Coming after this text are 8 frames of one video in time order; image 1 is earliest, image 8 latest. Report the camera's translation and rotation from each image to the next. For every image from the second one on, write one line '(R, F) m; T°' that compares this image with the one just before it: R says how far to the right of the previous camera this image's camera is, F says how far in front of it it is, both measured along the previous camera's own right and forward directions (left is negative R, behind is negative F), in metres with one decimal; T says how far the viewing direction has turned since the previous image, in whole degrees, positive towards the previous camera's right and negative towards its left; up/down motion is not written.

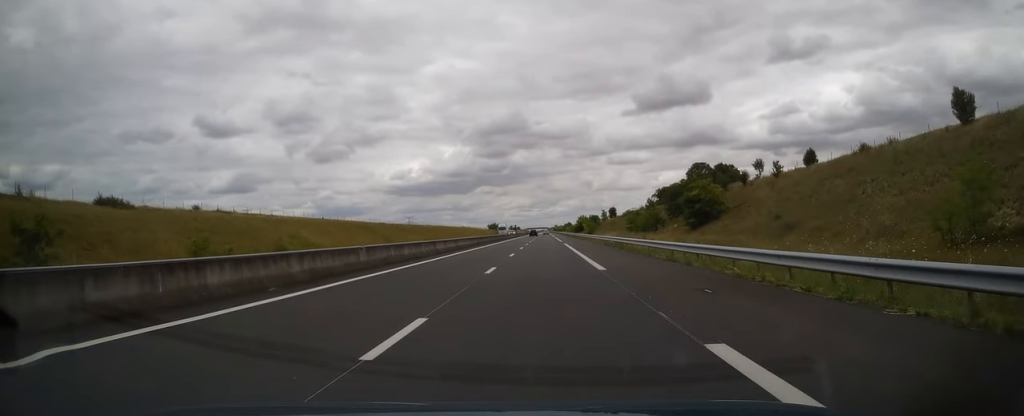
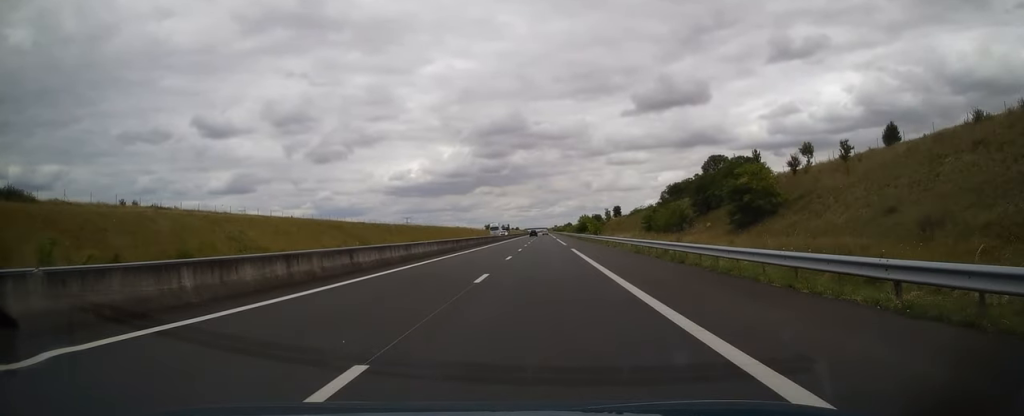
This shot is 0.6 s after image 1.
(-0.2, +16.2) m; 0°
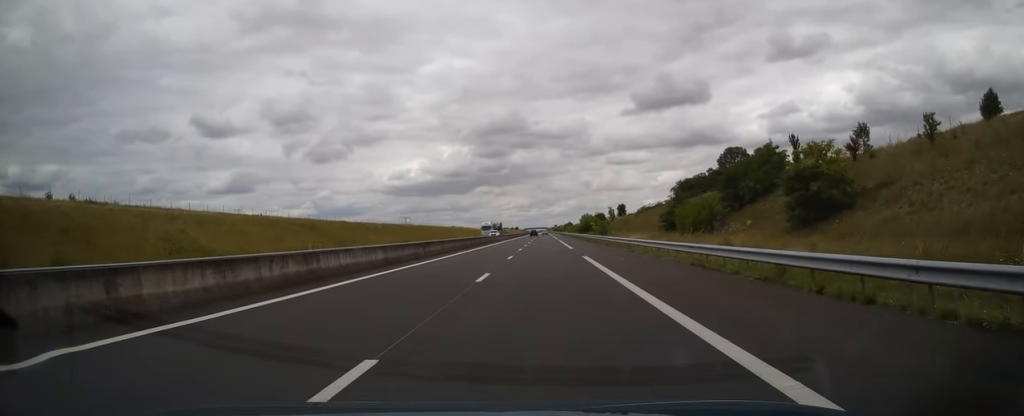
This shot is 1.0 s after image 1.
(+0.2, +12.7) m; 0°
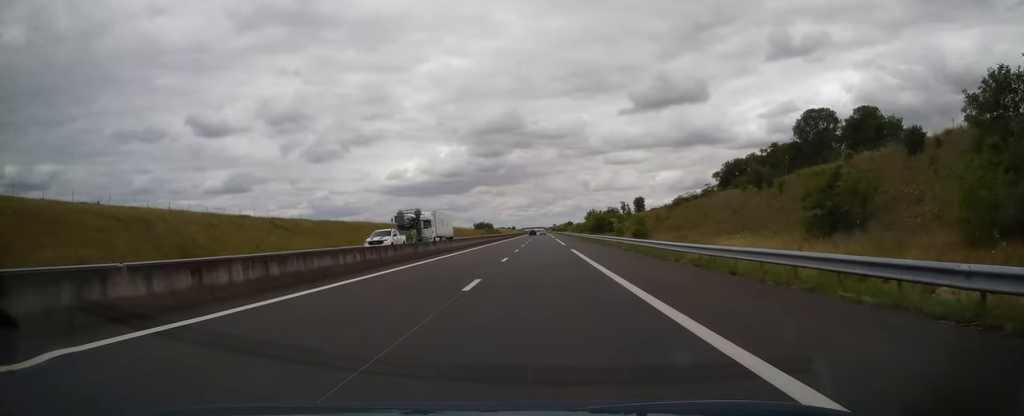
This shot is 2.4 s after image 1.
(-0.2, +40.9) m; 0°
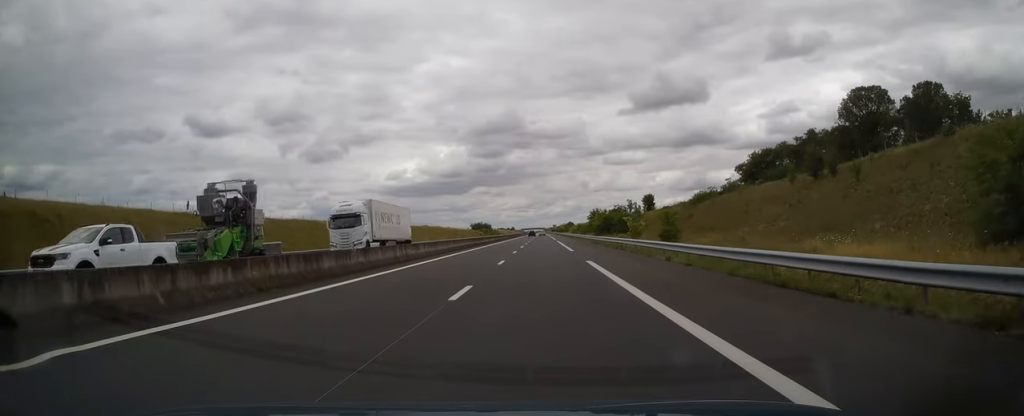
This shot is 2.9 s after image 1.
(+0.1, +14.6) m; 0°
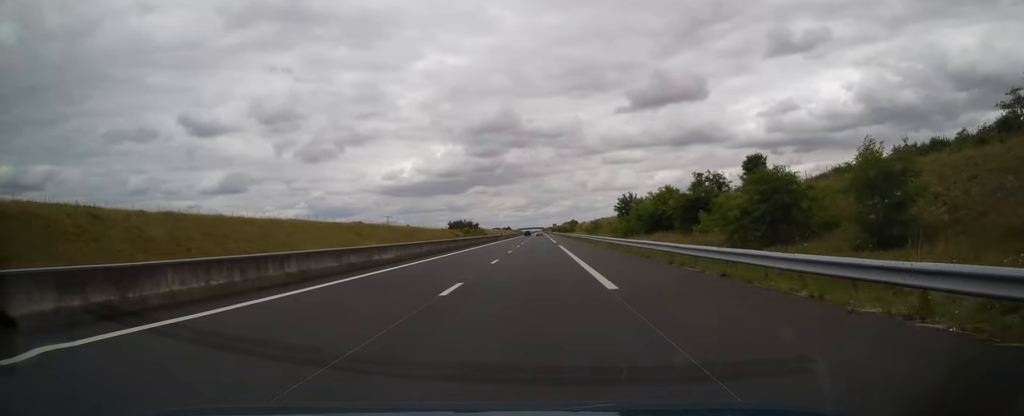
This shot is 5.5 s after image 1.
(+0.6, +76.0) m; +1°
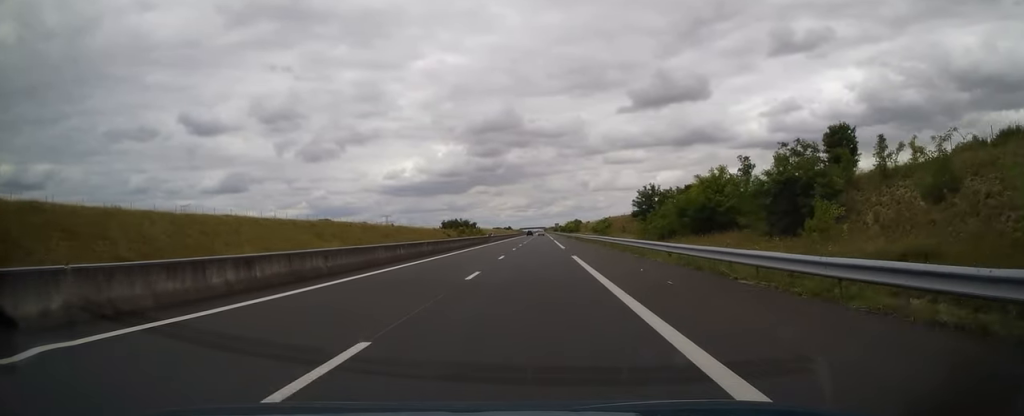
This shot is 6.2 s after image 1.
(0.0, +21.5) m; -1°
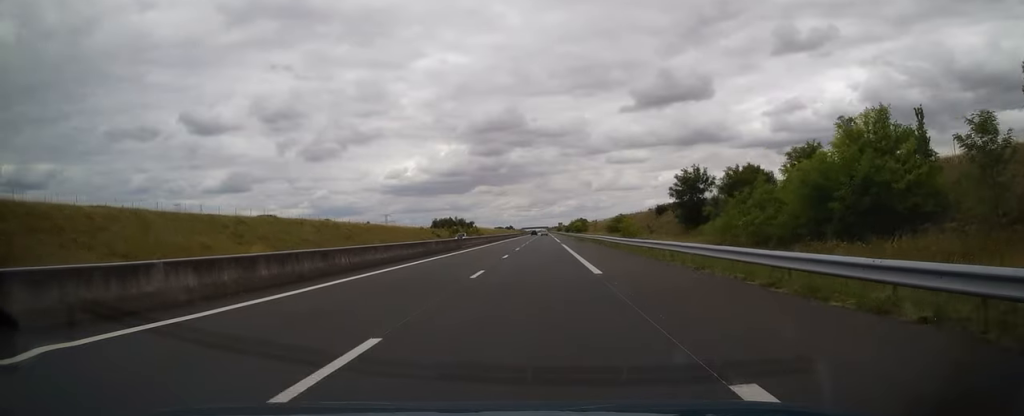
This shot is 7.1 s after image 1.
(-0.3, +25.4) m; 0°
